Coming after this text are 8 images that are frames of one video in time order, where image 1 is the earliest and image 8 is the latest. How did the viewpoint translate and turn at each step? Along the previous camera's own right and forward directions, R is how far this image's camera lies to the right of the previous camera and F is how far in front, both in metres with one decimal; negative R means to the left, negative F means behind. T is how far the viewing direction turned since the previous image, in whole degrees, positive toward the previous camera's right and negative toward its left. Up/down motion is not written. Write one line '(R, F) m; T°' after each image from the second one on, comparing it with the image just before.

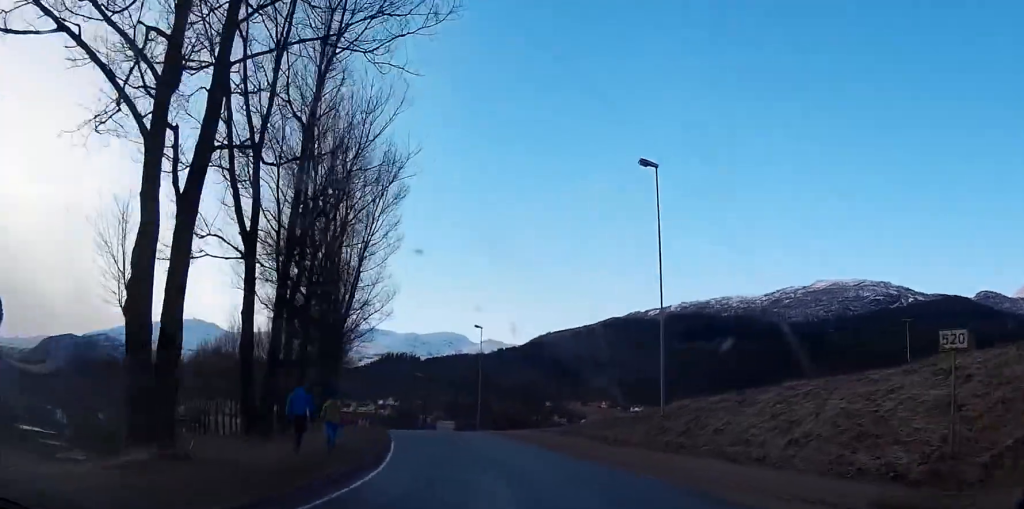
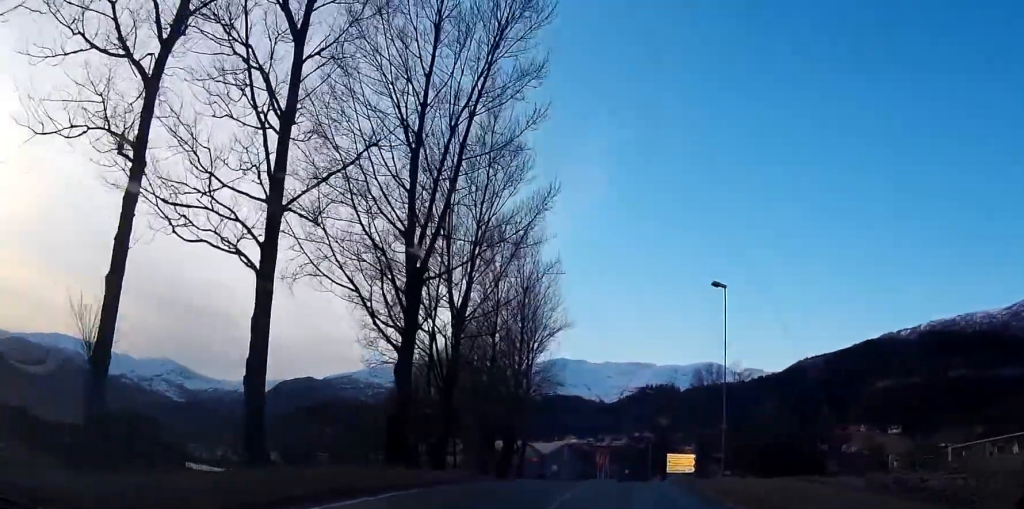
(-7.0, +33.4) m; -19°
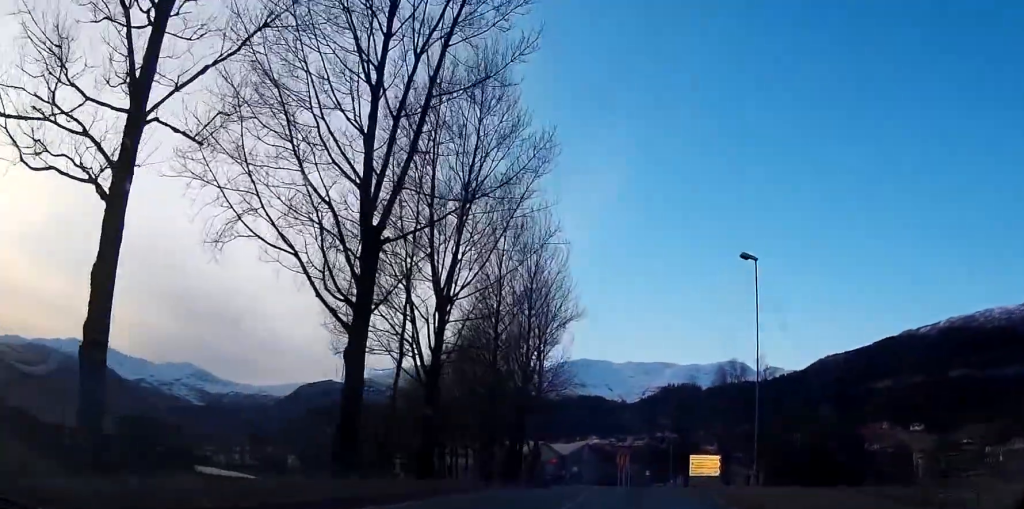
(-0.1, +6.6) m; -1°
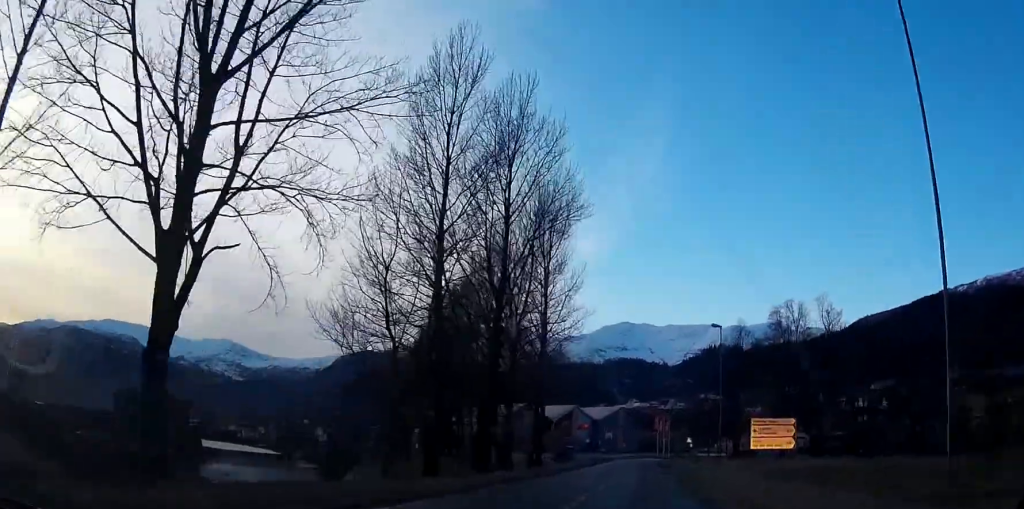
(-0.7, +21.9) m; -3°
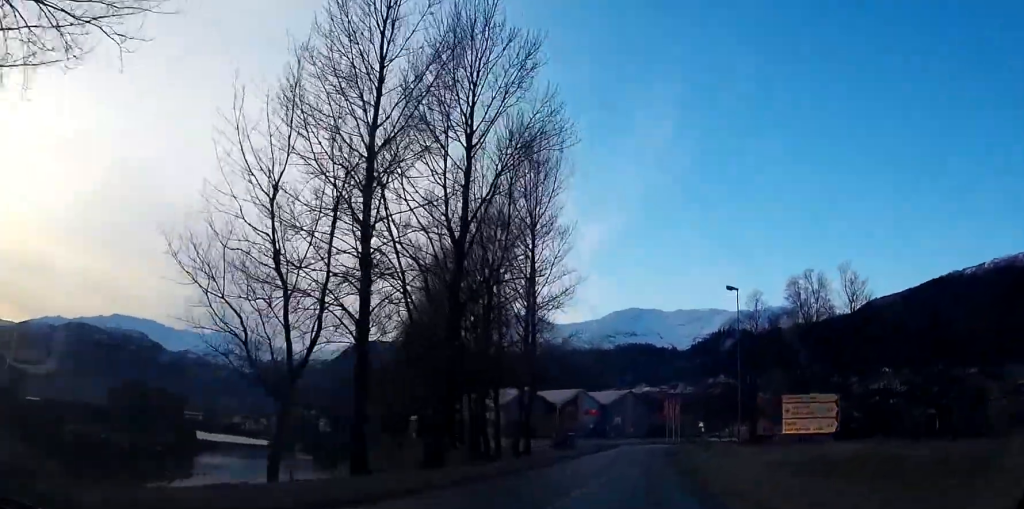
(0.0, +9.6) m; 0°
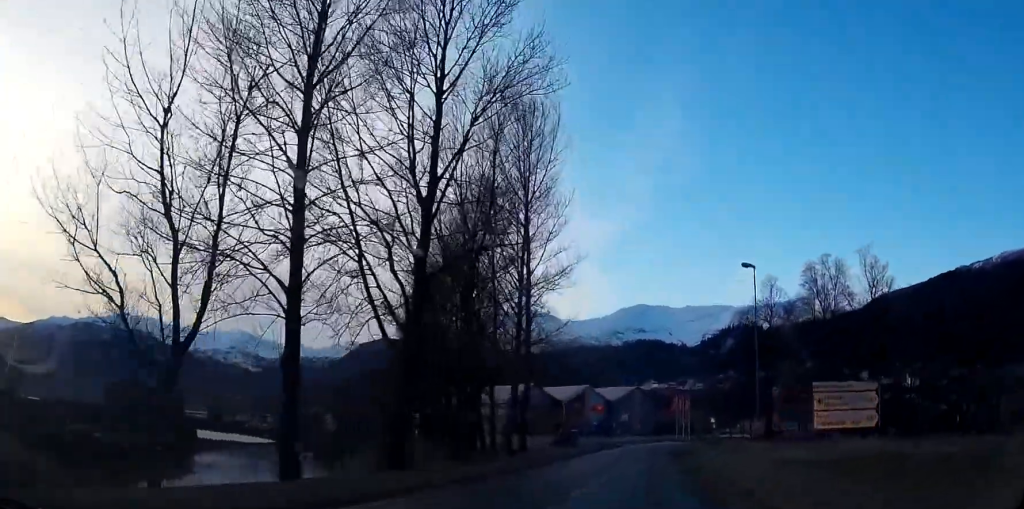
(0.0, +5.7) m; 0°
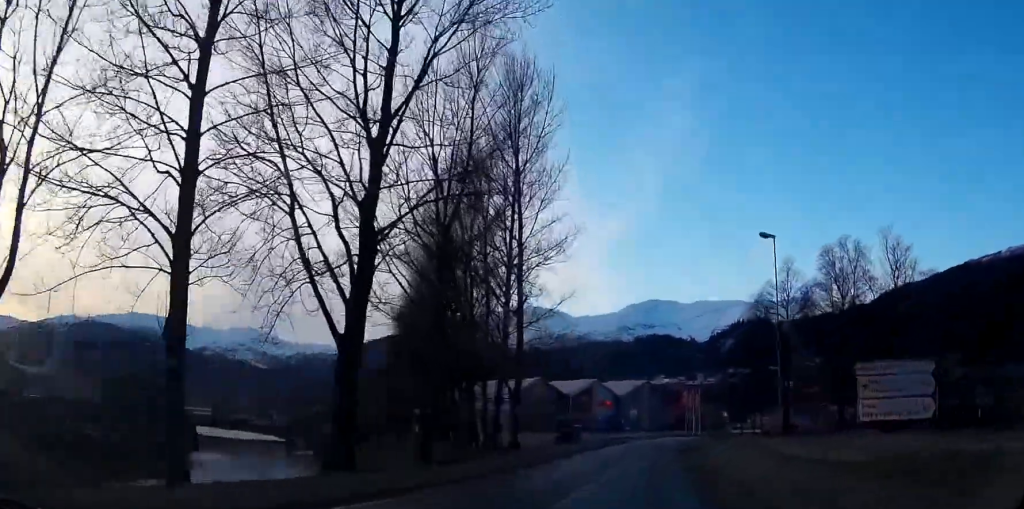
(0.0, +5.9) m; 0°
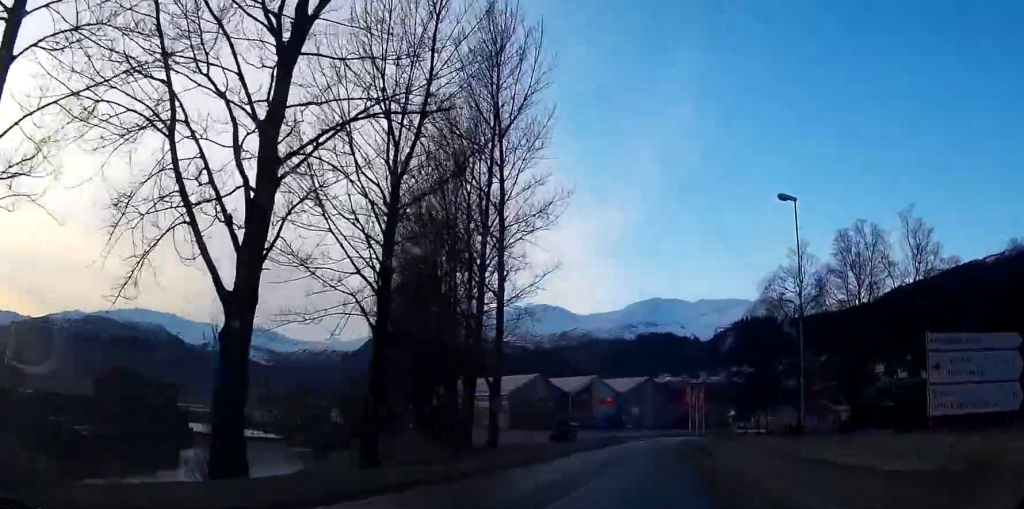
(0.0, +6.3) m; 0°
